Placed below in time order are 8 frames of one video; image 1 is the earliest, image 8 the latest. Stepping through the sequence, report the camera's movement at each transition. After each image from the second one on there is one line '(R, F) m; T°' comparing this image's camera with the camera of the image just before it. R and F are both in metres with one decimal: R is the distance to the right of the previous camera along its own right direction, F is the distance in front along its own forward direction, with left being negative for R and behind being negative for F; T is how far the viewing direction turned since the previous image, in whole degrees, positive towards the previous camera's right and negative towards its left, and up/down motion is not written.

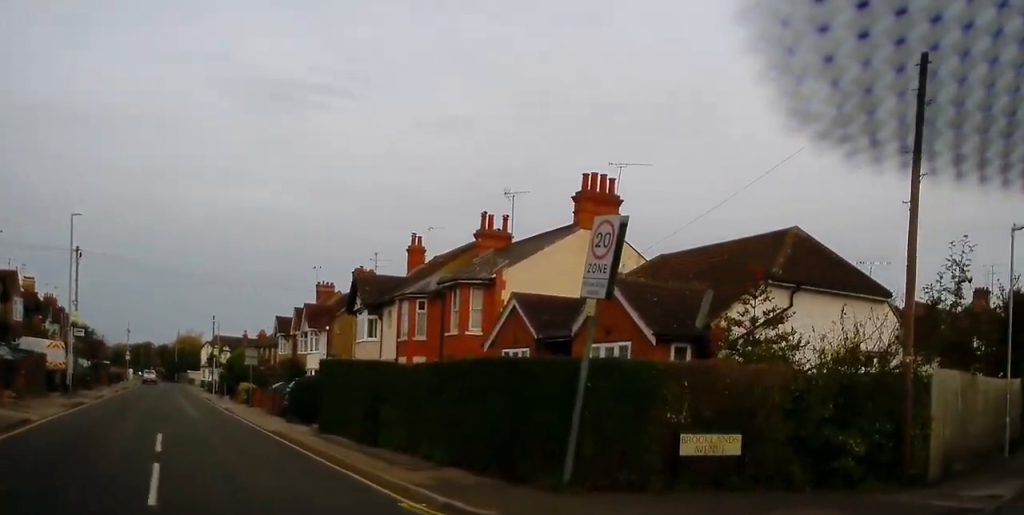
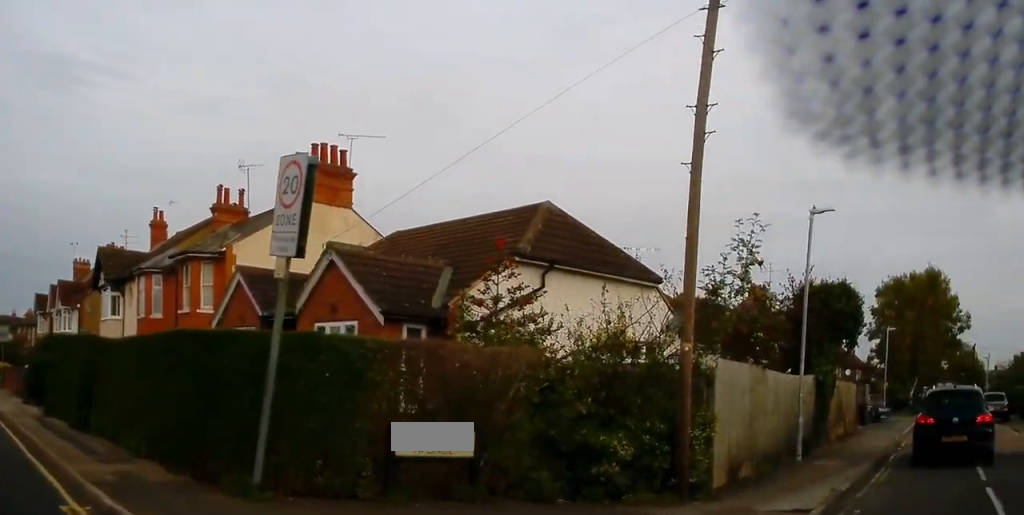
(+0.2, +2.0) m; +11°
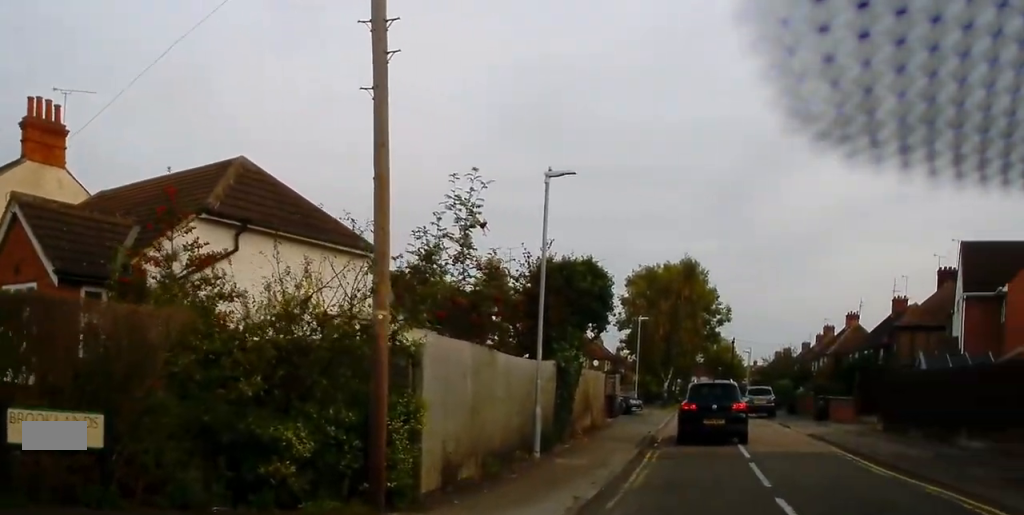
(+0.1, +2.2) m; +12°
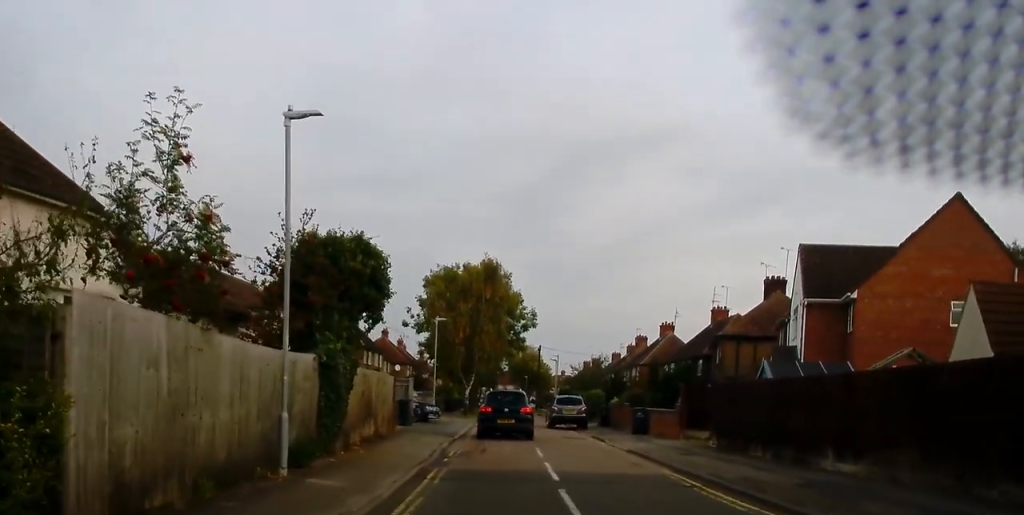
(+0.6, +3.0) m; +16°
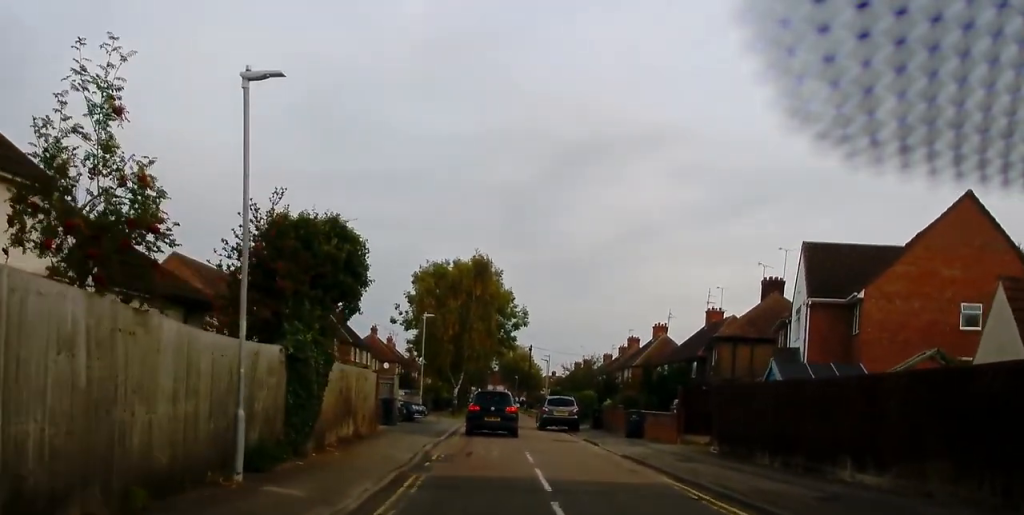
(+0.1, +1.2) m; +2°
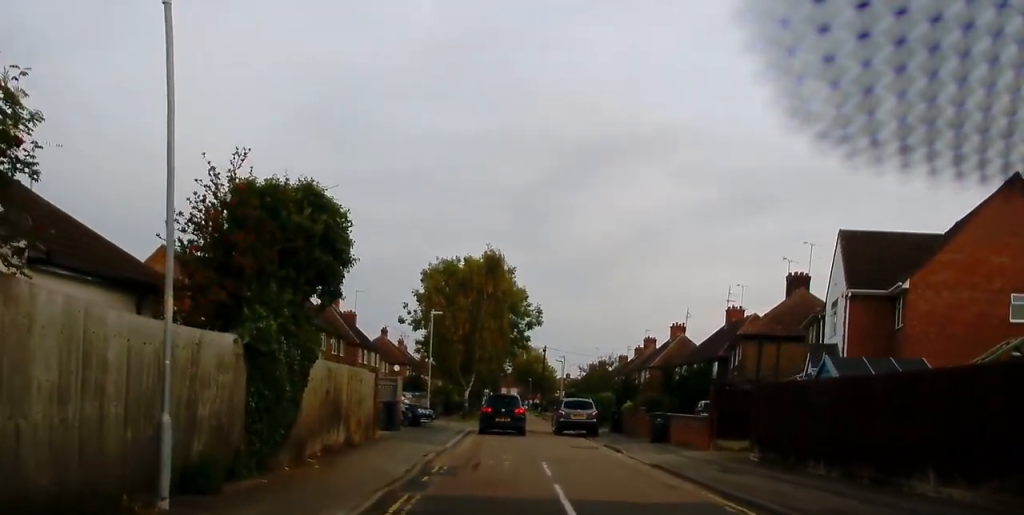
(0.0, +2.3) m; -2°
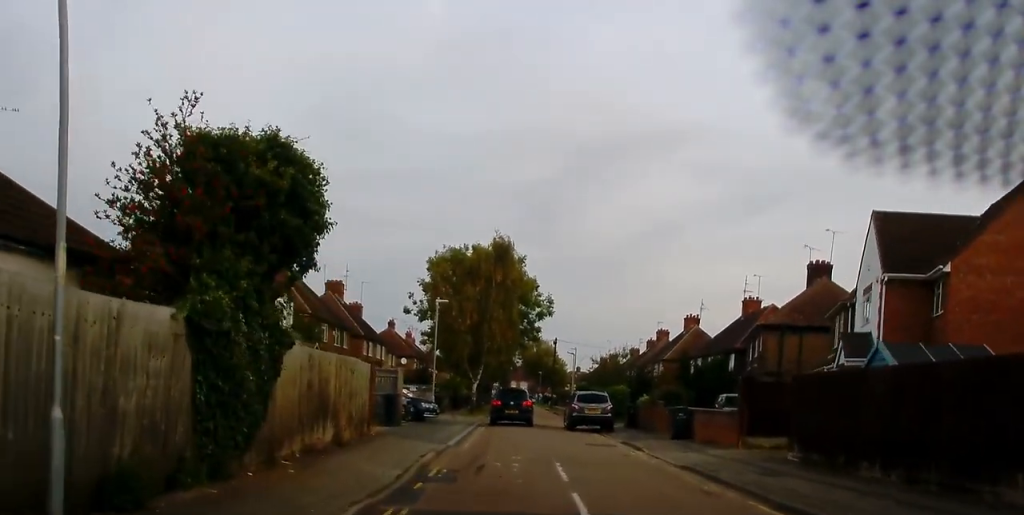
(0.0, +1.8) m; -2°
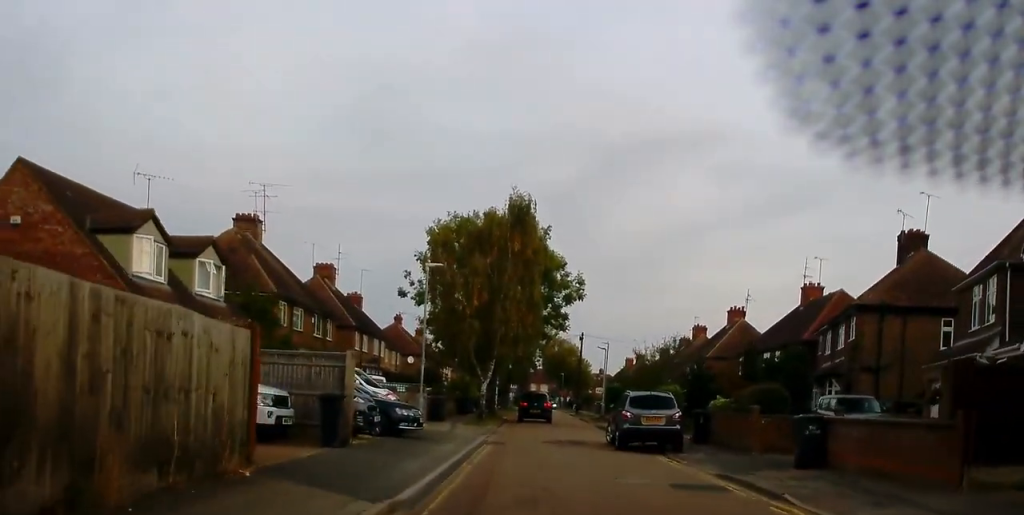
(+0.1, +9.3) m; +2°
